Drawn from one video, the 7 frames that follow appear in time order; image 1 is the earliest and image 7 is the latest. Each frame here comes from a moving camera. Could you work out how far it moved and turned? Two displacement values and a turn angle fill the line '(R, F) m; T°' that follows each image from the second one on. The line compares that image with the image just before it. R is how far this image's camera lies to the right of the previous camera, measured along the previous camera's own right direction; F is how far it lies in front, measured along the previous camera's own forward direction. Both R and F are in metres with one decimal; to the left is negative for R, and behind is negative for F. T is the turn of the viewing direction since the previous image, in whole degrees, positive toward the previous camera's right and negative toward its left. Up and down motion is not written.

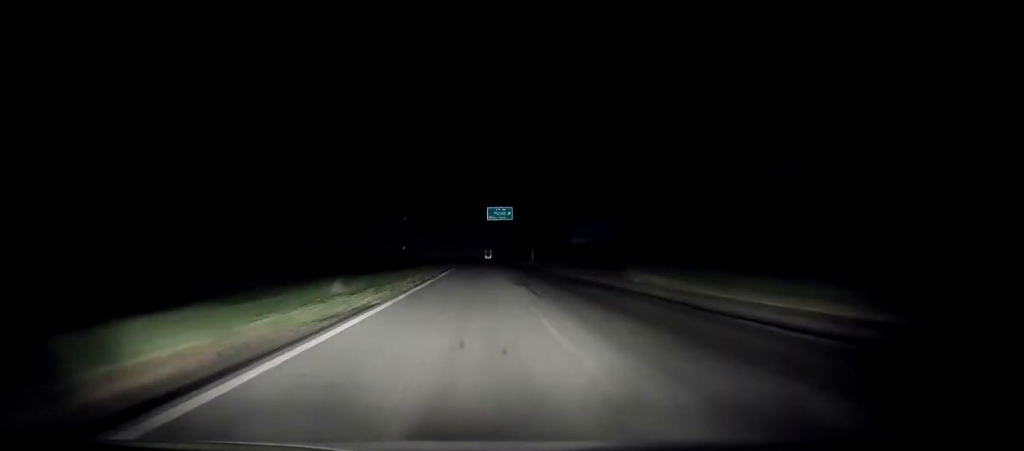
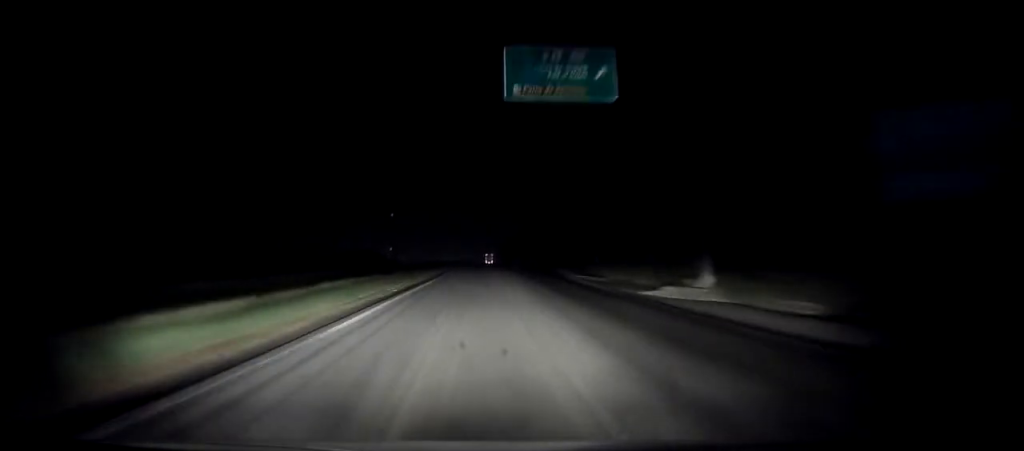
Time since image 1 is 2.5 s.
(+0.2, +85.9) m; 0°
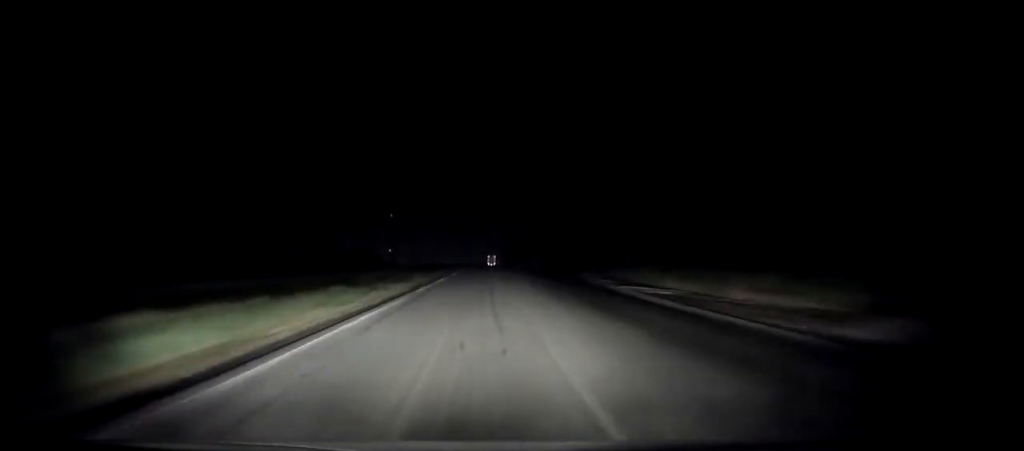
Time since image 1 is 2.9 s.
(0.0, +15.2) m; 0°
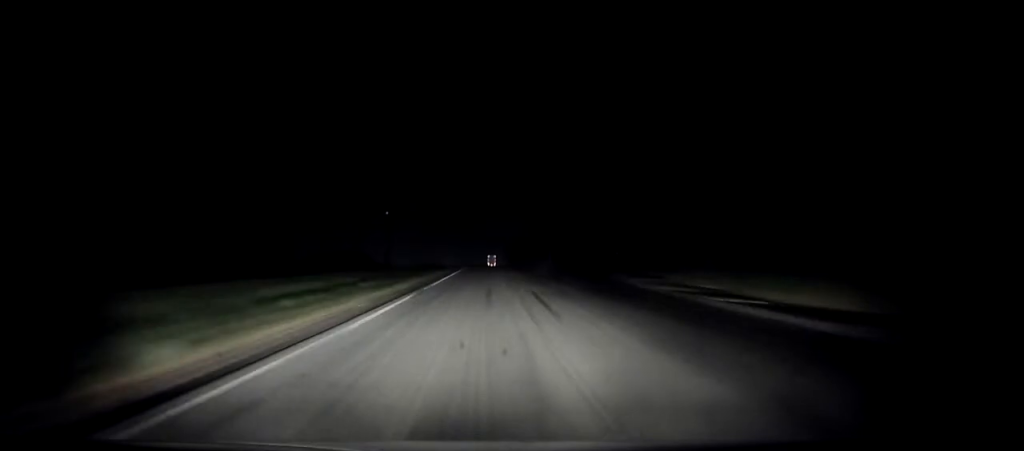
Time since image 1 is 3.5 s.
(-0.1, +21.1) m; 0°
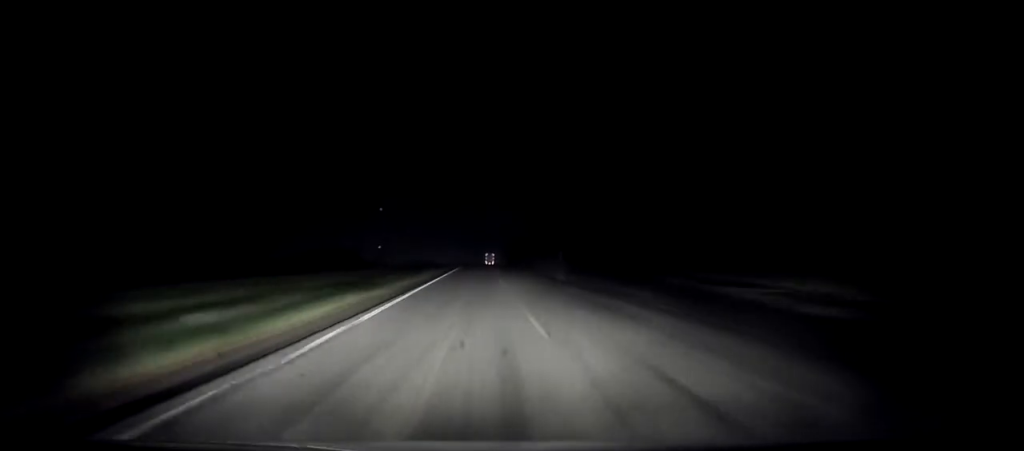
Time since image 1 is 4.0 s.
(0.0, +17.6) m; 0°
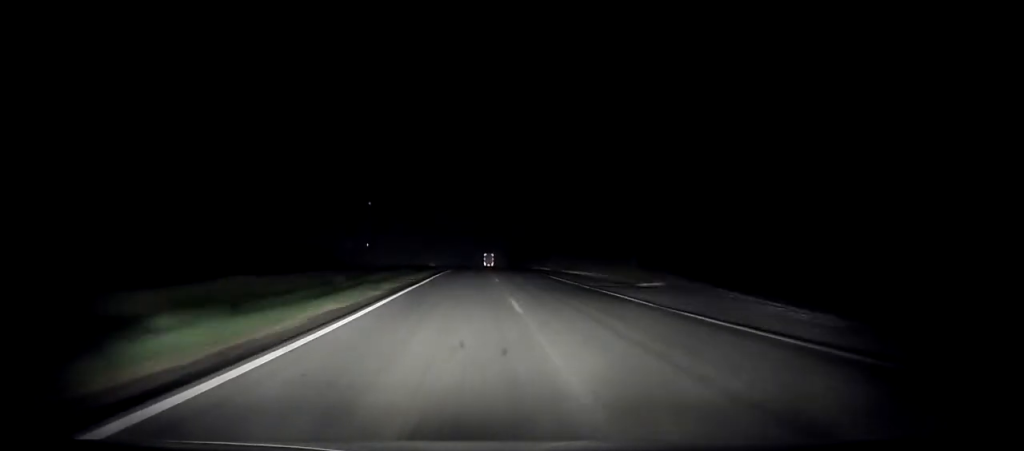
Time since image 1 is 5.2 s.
(0.0, +42.5) m; 0°
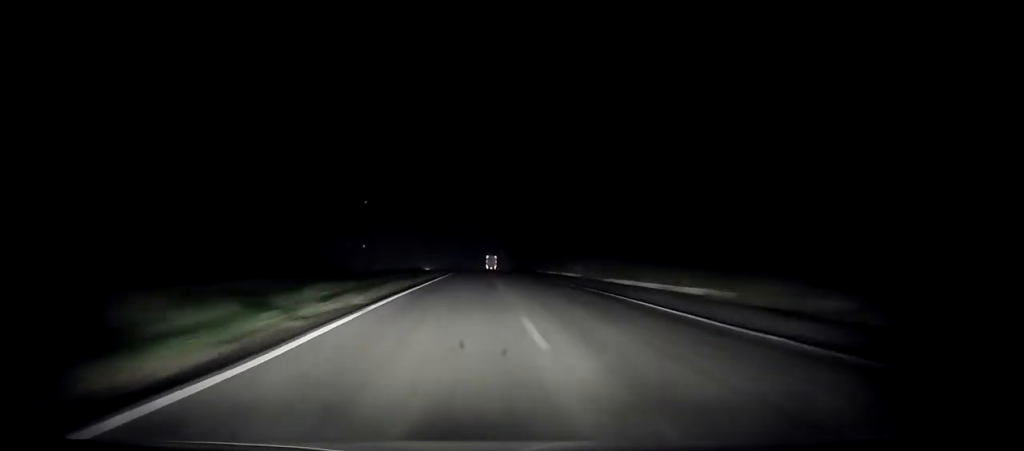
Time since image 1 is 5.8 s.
(0.0, +21.3) m; 0°
